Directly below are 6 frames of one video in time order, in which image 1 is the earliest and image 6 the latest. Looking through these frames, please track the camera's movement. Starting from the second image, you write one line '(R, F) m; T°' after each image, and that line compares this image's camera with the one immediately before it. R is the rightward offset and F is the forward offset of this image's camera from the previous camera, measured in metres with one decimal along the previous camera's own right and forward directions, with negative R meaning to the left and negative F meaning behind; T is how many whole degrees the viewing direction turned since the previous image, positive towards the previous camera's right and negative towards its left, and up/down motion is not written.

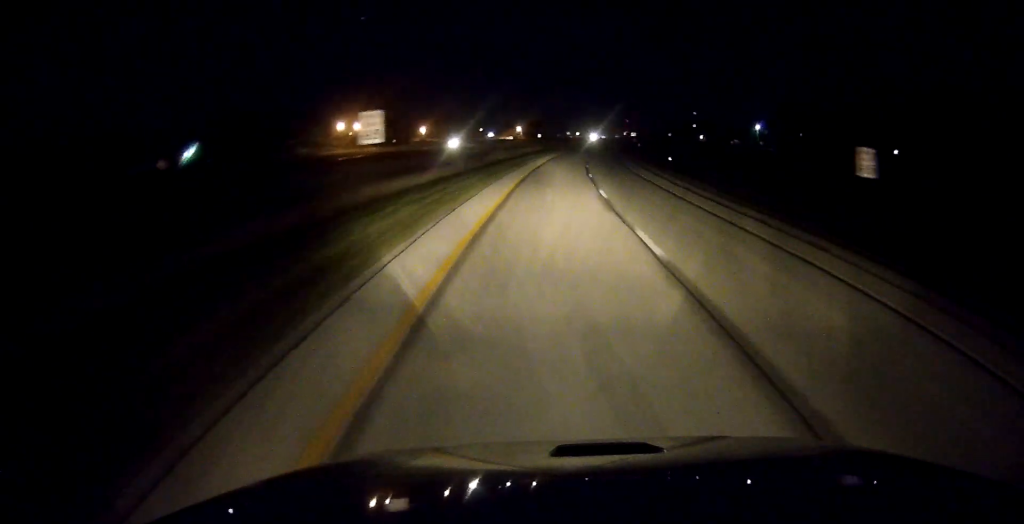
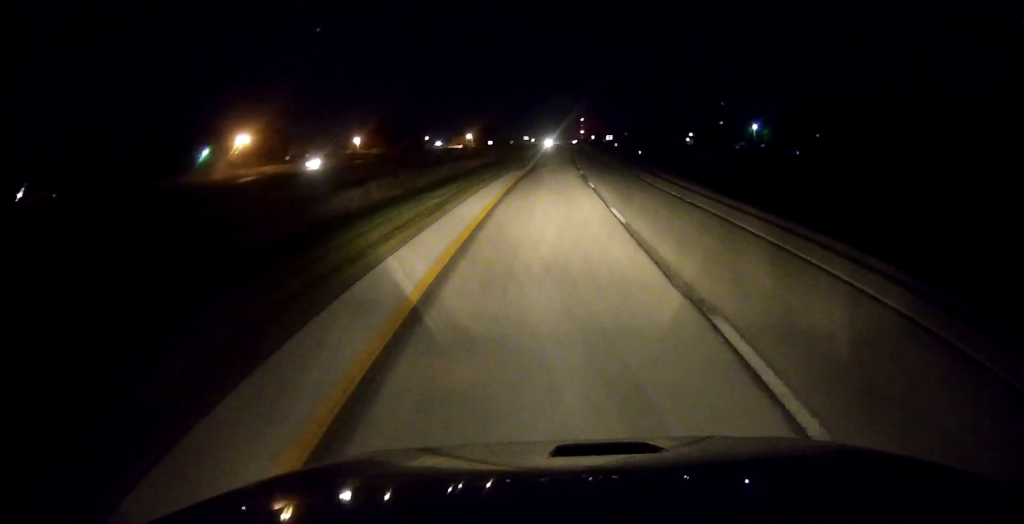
(+1.1, +43.3) m; +3°
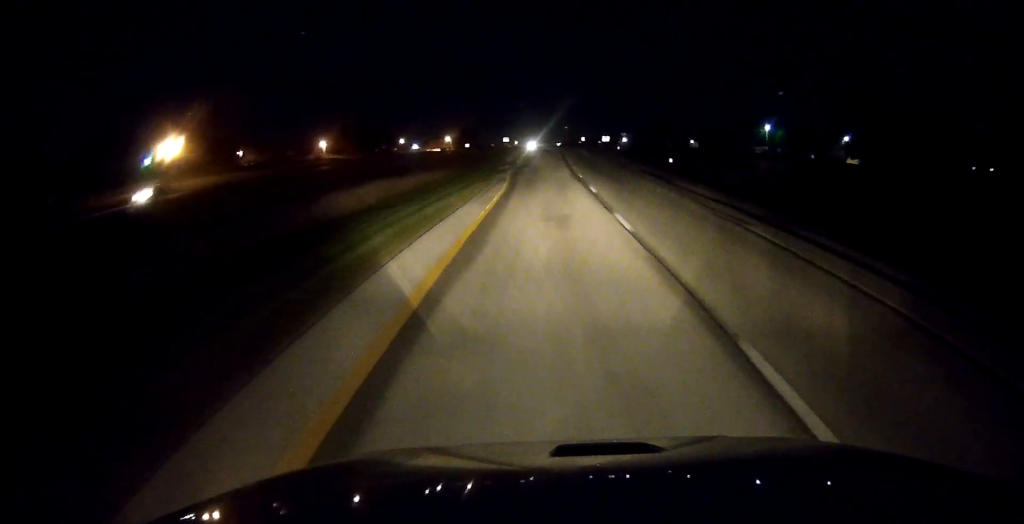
(+0.4, +25.2) m; +2°
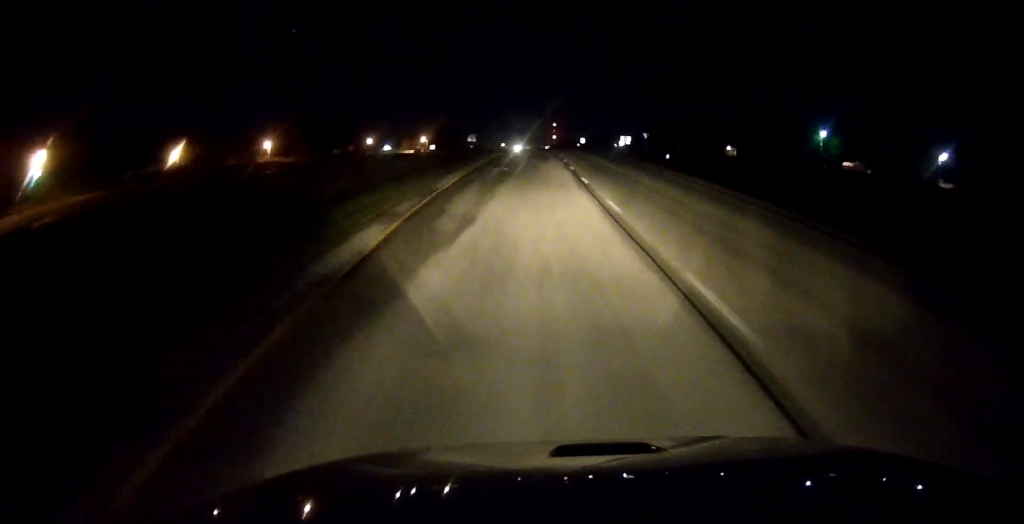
(+0.8, +44.1) m; +1°
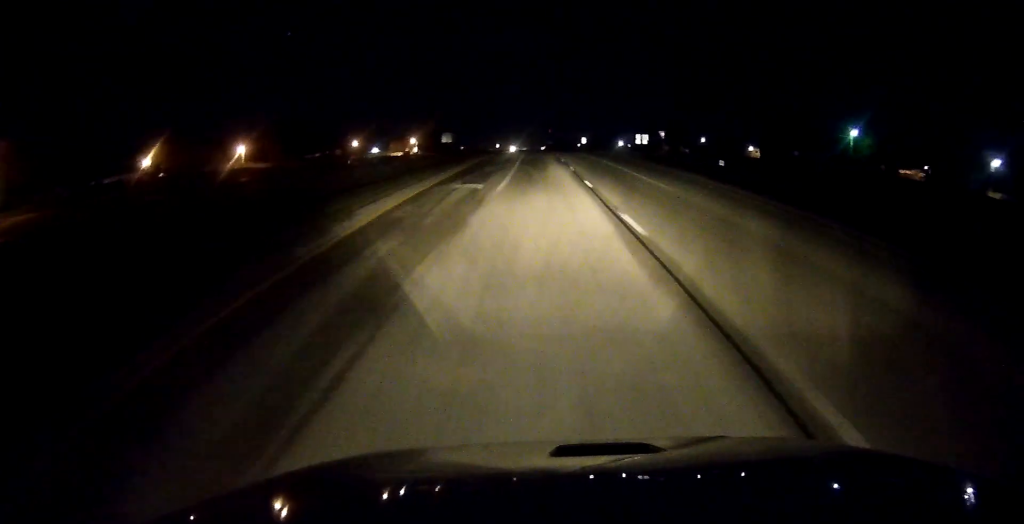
(0.0, +17.0) m; 0°
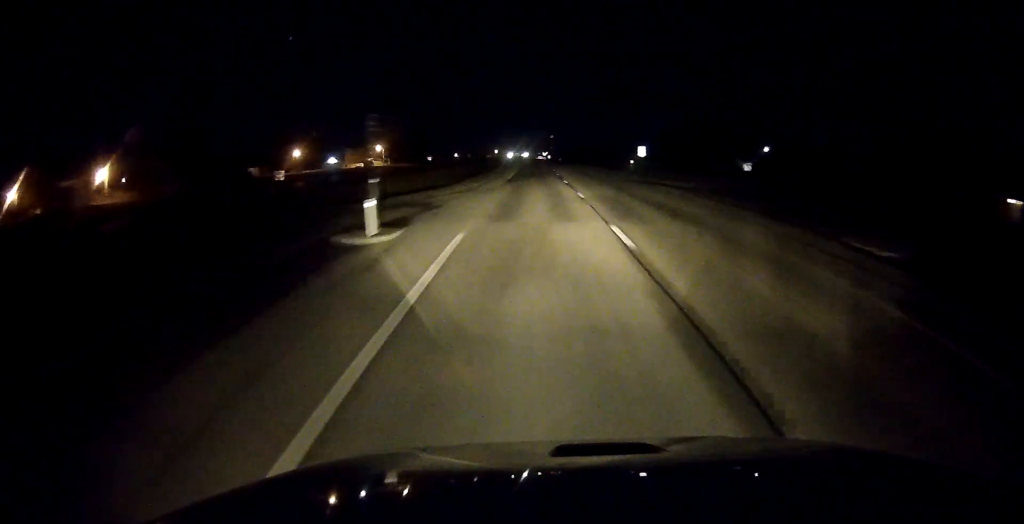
(-0.1, +72.6) m; -1°
